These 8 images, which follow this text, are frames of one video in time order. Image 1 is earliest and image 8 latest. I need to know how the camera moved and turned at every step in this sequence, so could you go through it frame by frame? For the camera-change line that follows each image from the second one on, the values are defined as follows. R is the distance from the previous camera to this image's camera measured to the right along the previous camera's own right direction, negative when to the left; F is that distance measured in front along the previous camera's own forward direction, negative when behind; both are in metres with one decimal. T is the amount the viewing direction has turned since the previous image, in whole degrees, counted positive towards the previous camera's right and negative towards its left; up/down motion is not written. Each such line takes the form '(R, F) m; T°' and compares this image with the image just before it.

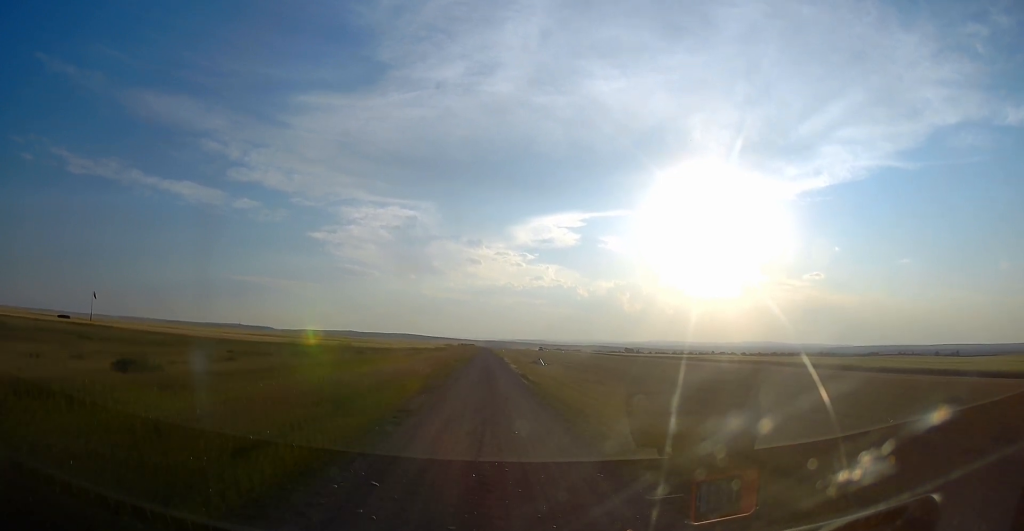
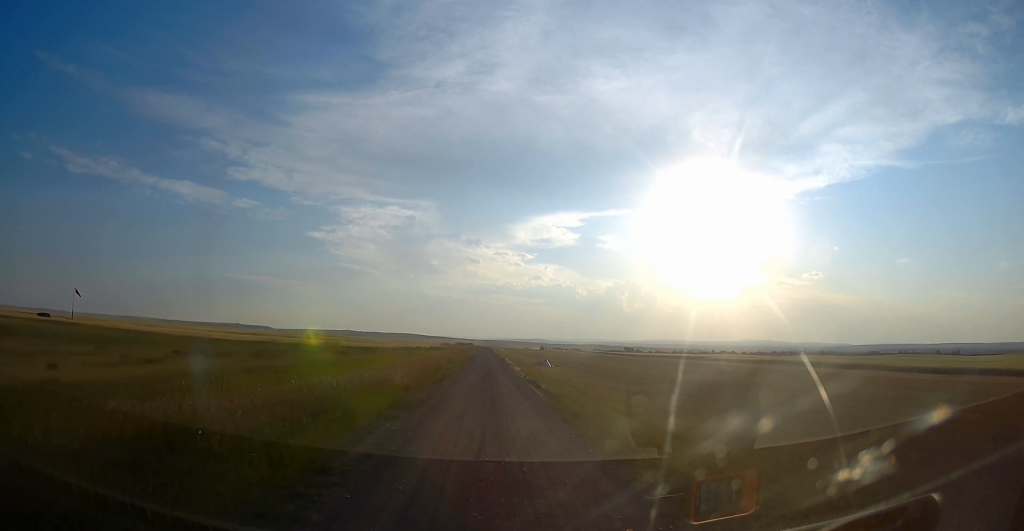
(+0.1, +7.1) m; +3°
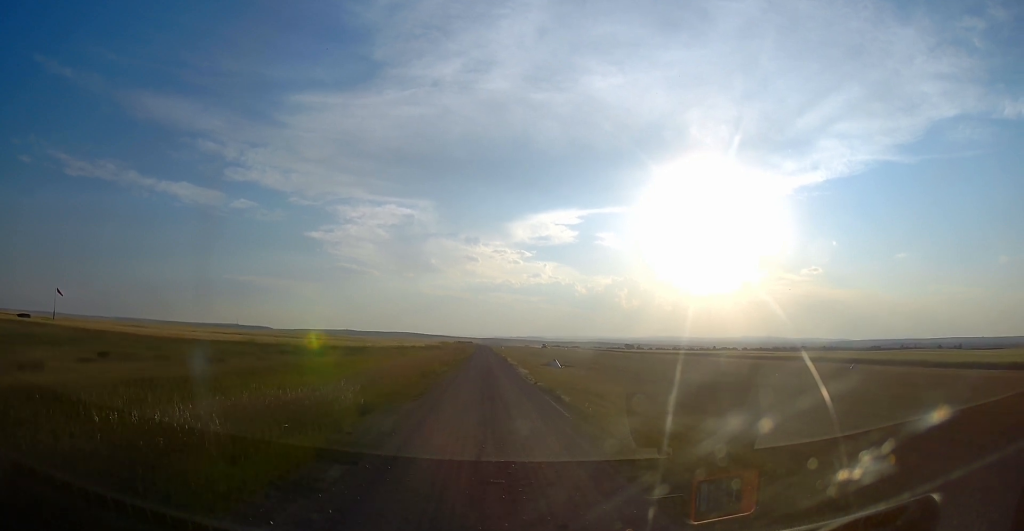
(+0.3, +6.7) m; 0°
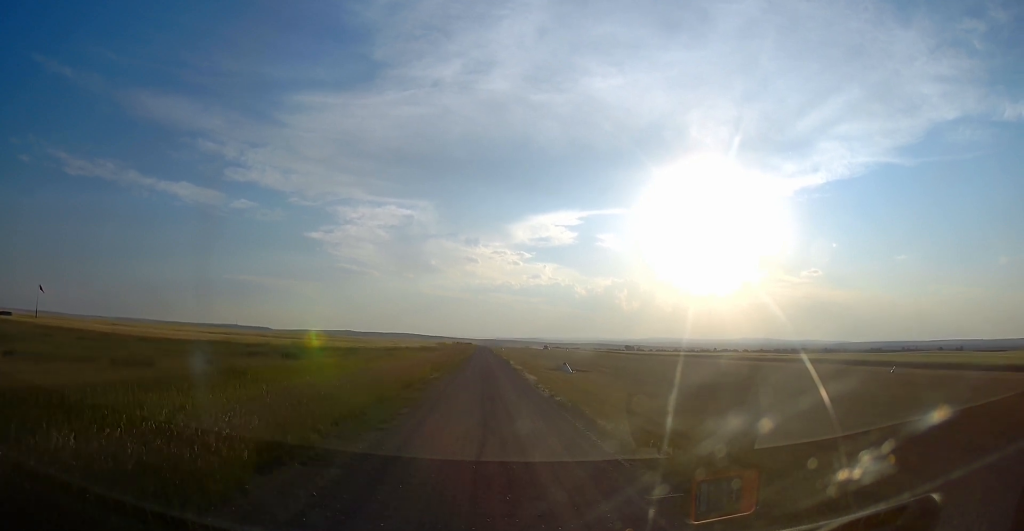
(0.0, +6.0) m; -1°
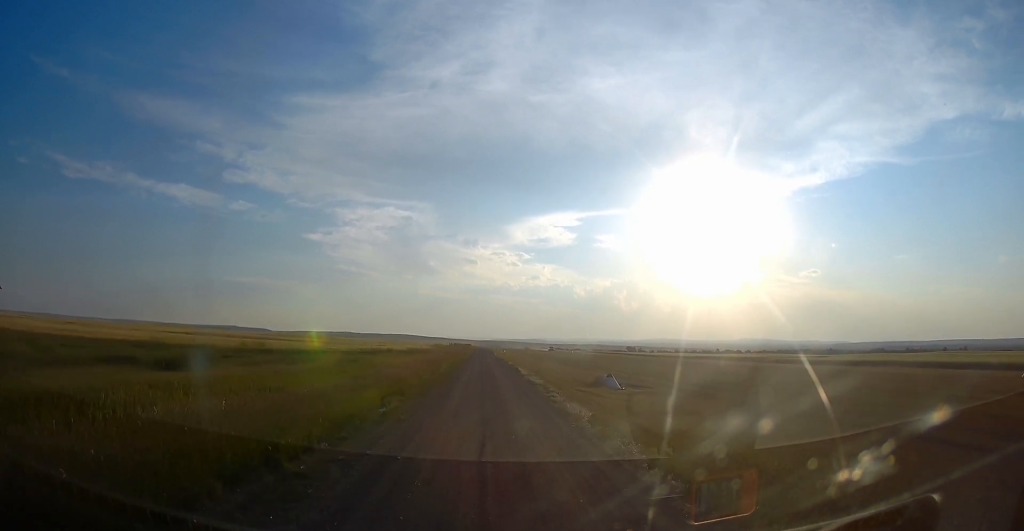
(-0.4, +14.1) m; -2°
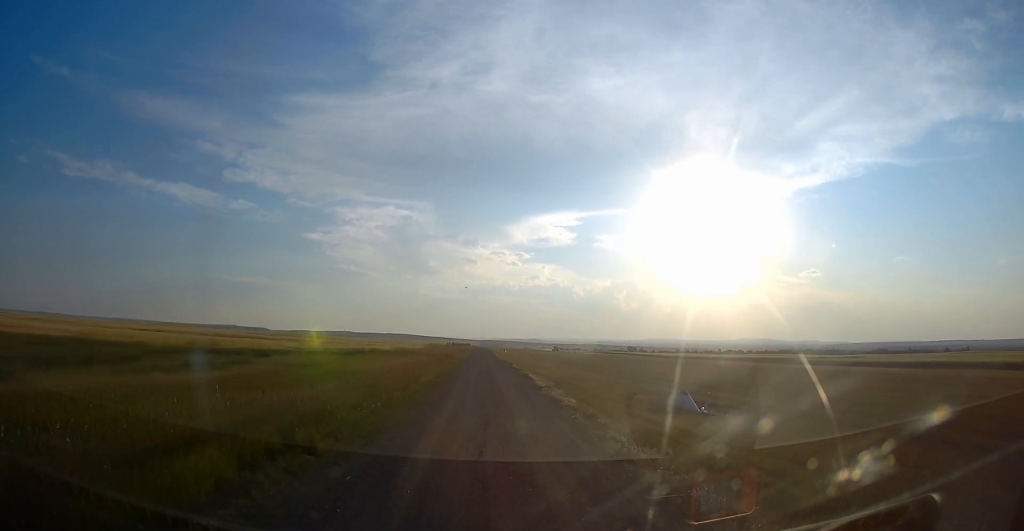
(0.0, +9.6) m; 0°
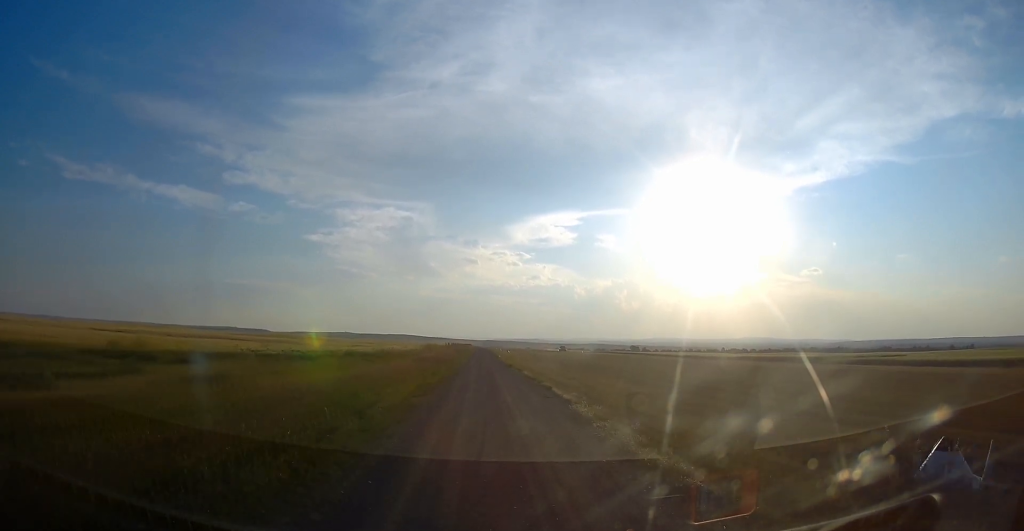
(0.0, +10.0) m; 0°
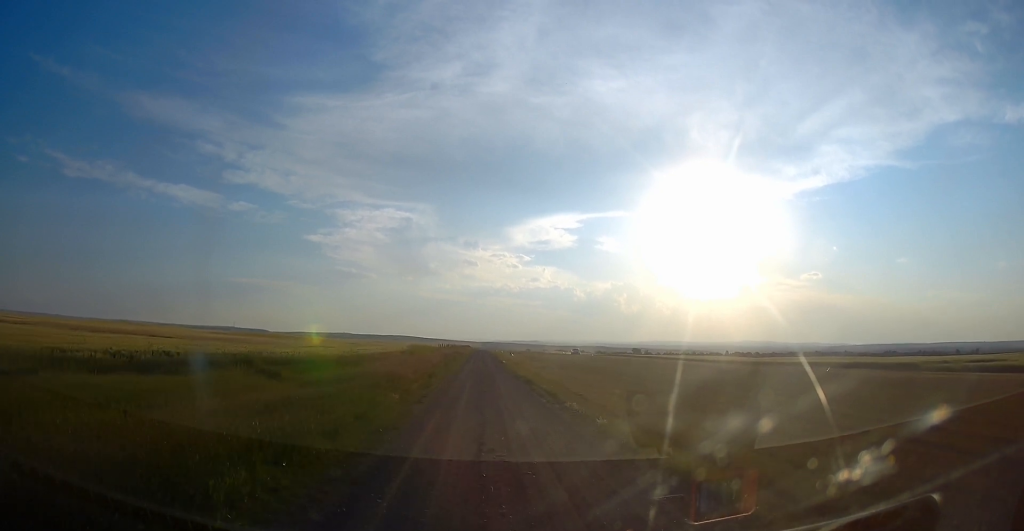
(0.0, +19.3) m; 0°
